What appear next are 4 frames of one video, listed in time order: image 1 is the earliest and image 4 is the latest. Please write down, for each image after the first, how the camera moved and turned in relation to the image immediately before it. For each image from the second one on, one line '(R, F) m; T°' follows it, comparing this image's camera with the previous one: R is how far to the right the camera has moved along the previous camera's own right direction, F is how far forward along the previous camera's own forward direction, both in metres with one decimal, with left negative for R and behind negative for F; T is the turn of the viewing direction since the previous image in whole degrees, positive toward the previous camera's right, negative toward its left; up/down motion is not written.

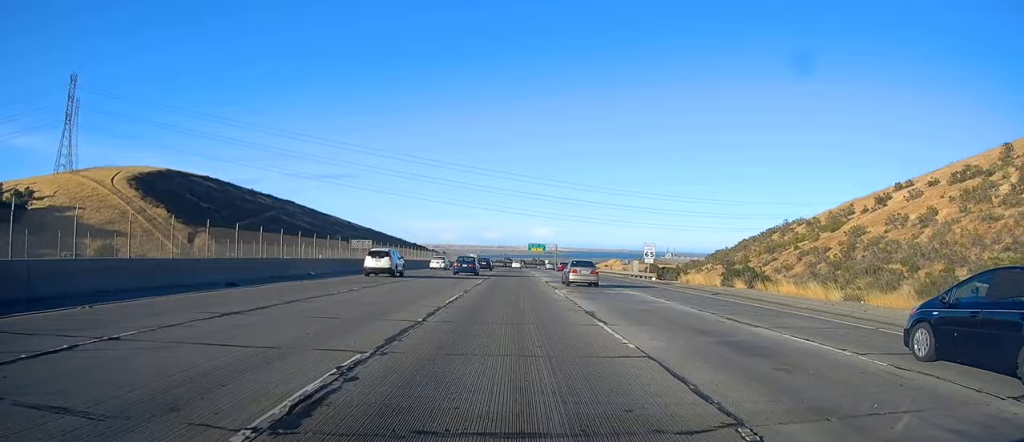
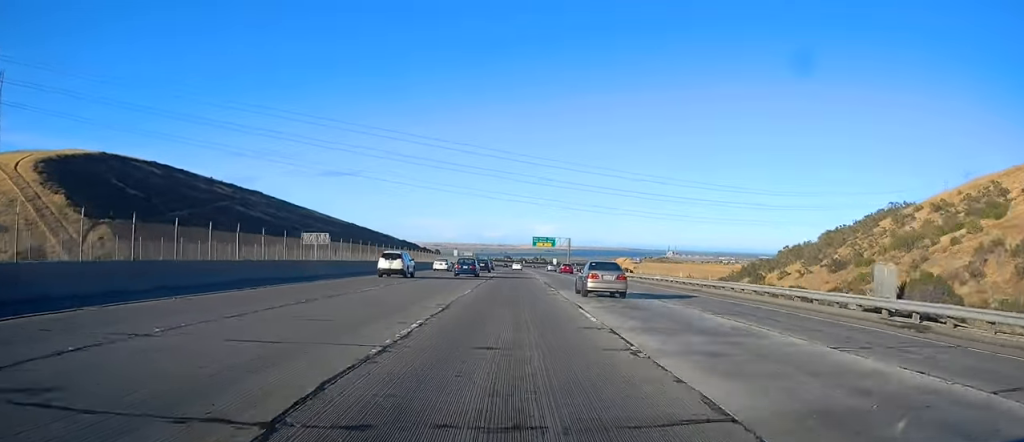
(+0.3, +54.4) m; 0°
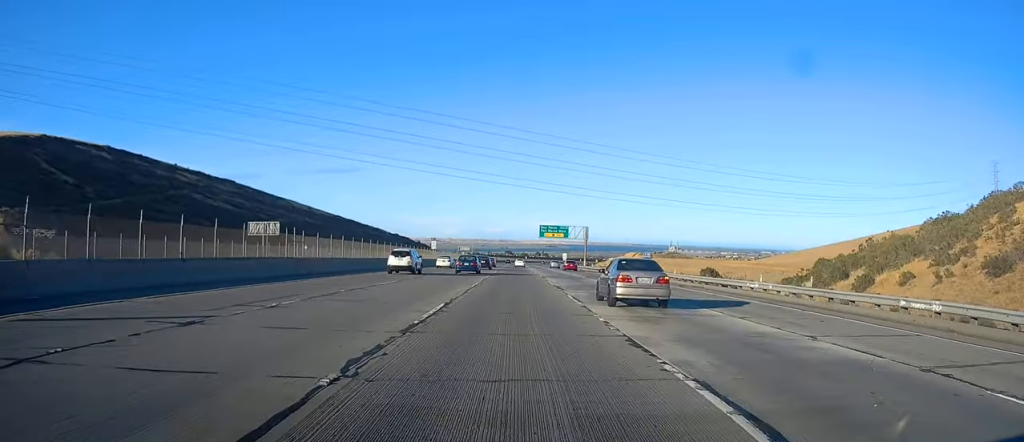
(+0.1, +39.4) m; -1°
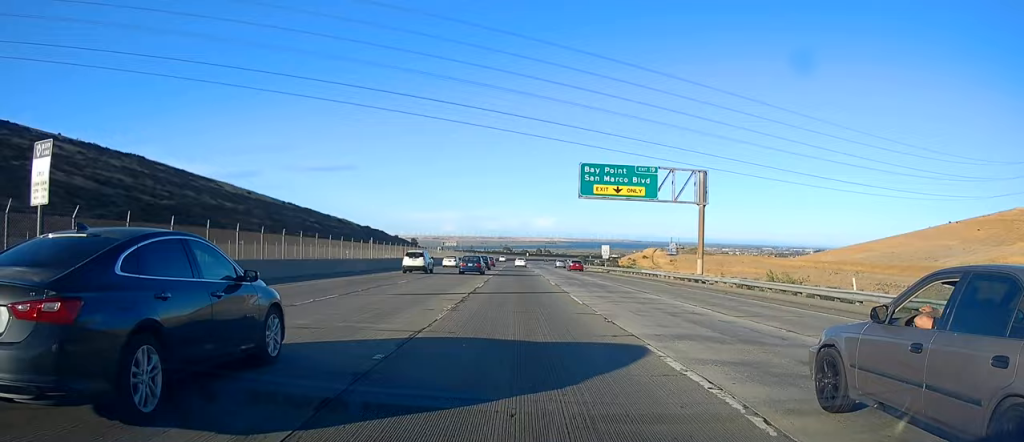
(-0.1, +85.8) m; 0°
